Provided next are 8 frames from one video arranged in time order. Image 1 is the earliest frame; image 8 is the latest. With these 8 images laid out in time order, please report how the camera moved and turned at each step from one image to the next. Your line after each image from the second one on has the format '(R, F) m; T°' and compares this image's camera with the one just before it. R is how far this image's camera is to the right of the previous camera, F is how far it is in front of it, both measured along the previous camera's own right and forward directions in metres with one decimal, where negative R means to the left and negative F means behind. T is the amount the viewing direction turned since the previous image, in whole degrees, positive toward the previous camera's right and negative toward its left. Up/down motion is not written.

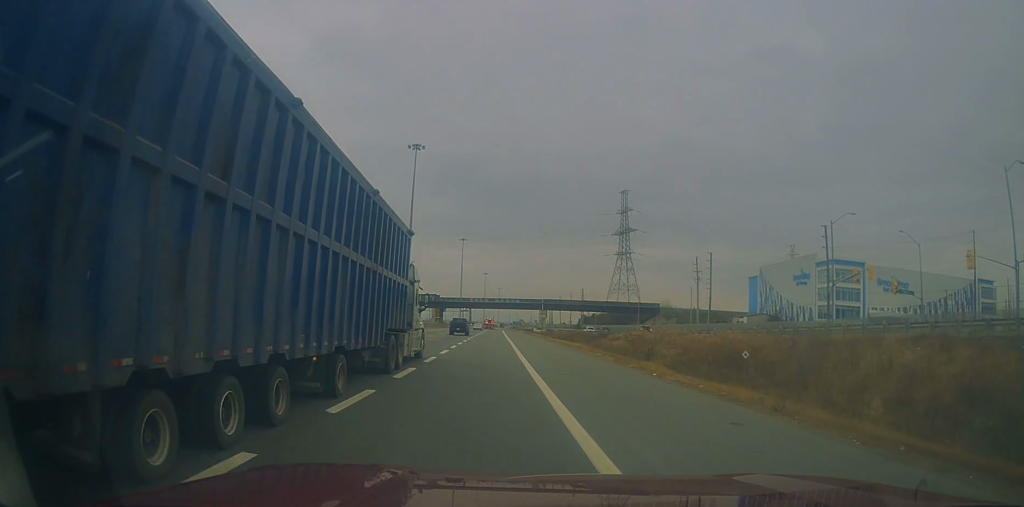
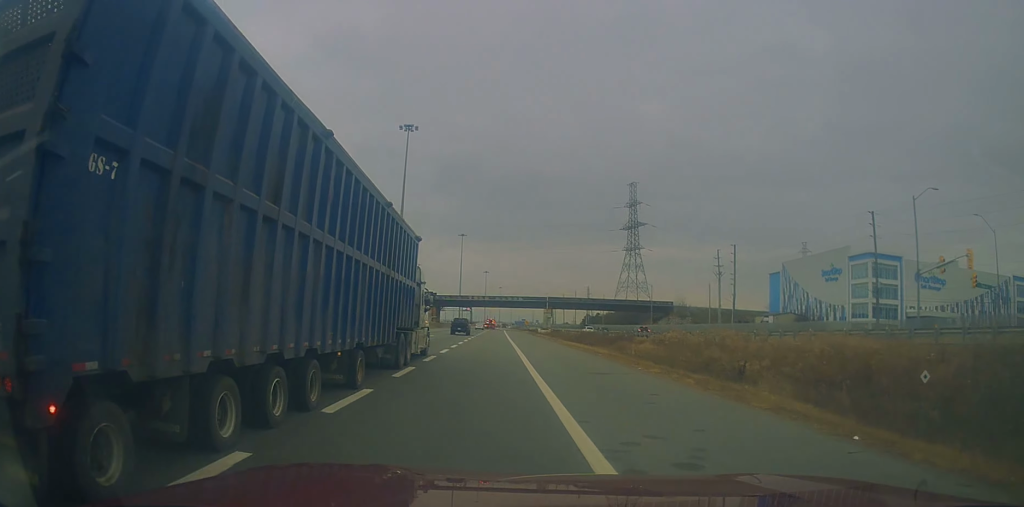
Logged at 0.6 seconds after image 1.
(+0.2, +12.3) m; 0°
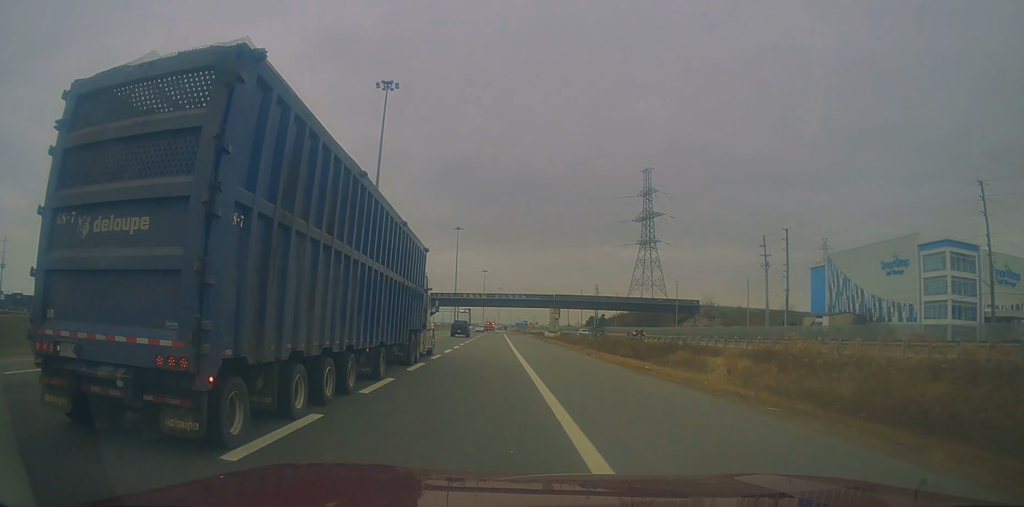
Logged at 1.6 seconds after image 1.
(-0.5, +21.7) m; -2°
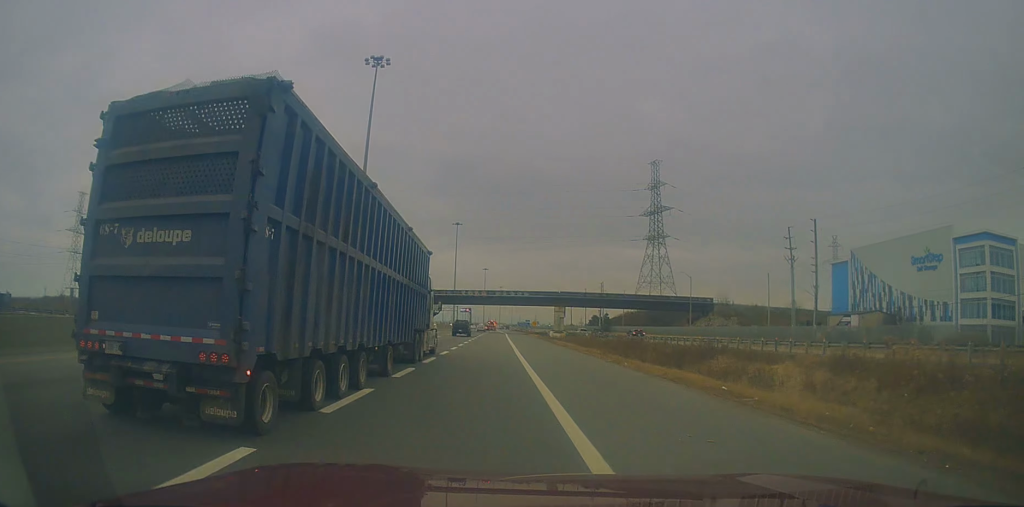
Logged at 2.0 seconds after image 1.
(-0.1, +8.7) m; +1°
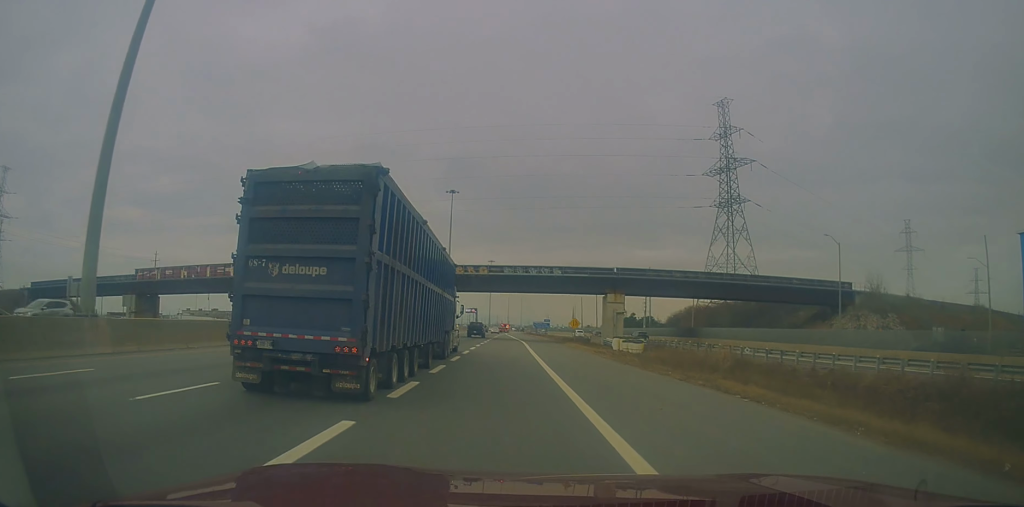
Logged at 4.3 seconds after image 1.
(+0.8, +52.2) m; 0°
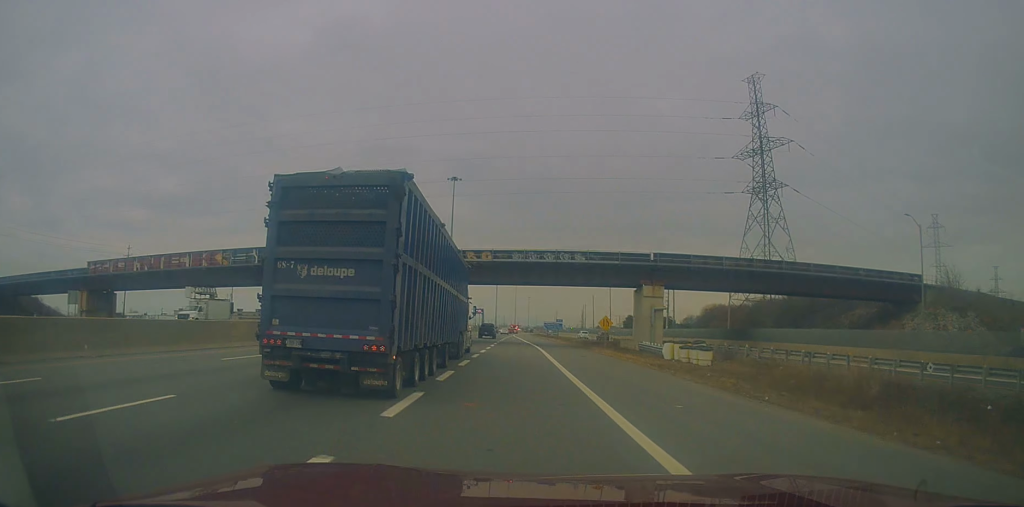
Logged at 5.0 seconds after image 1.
(-0.1, +14.6) m; -1°
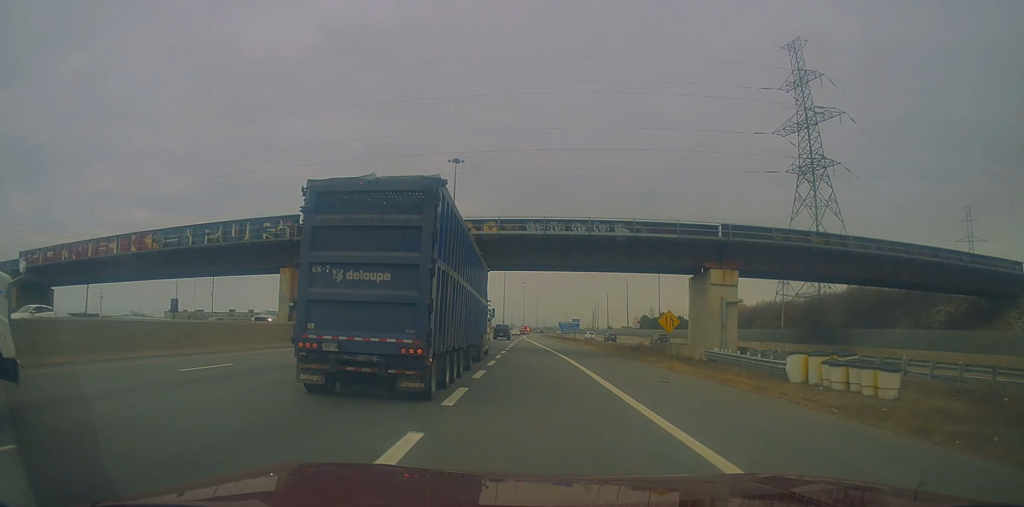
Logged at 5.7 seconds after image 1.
(0.0, +16.4) m; -1°
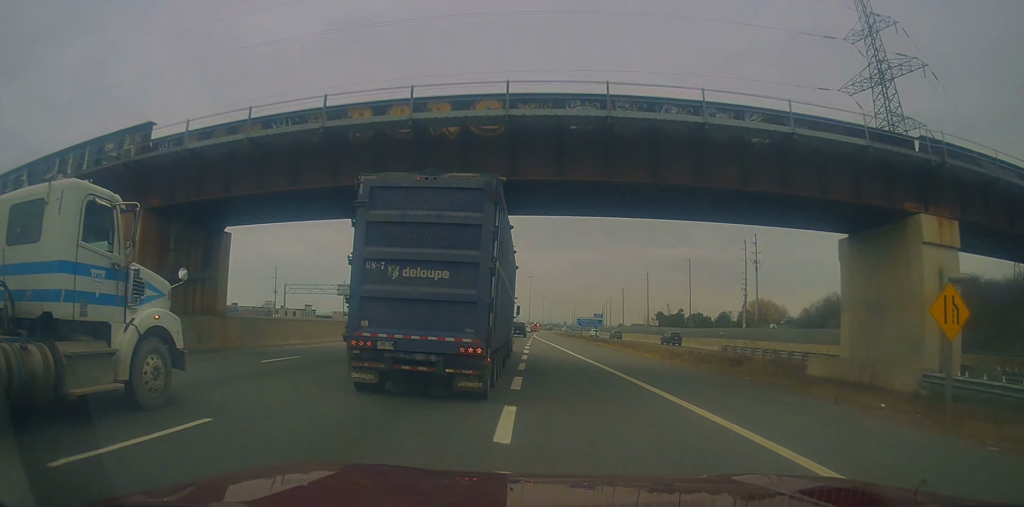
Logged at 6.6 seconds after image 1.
(-0.4, +21.4) m; 0°
